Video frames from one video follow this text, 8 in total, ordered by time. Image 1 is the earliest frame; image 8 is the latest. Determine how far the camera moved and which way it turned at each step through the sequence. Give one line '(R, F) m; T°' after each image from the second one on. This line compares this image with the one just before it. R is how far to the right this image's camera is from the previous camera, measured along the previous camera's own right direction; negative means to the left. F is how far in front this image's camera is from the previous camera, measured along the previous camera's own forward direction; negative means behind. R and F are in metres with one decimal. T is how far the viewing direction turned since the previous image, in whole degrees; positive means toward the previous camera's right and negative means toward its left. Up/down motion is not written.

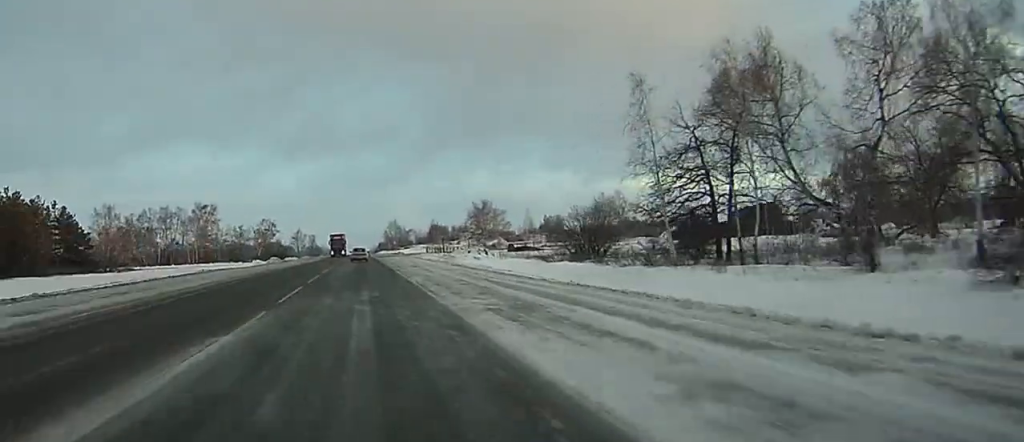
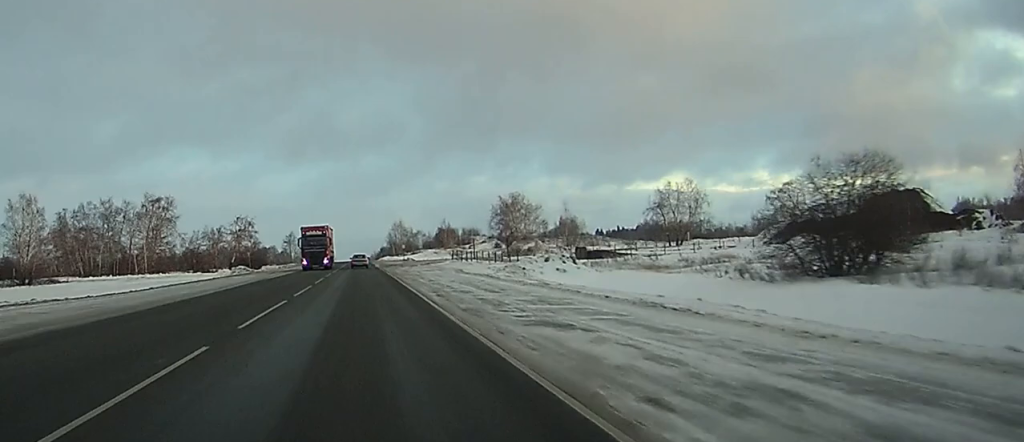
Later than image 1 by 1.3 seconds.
(+1.7, +48.6) m; +2°
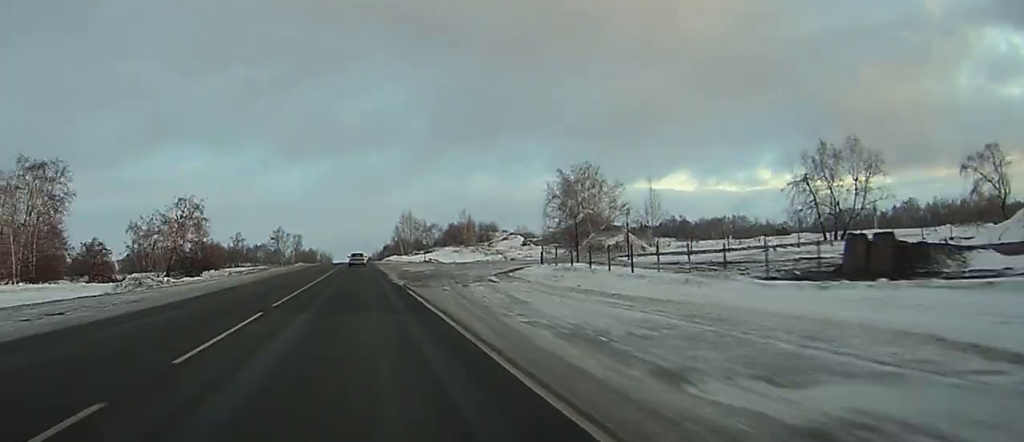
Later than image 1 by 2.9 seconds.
(-0.1, +66.6) m; 0°
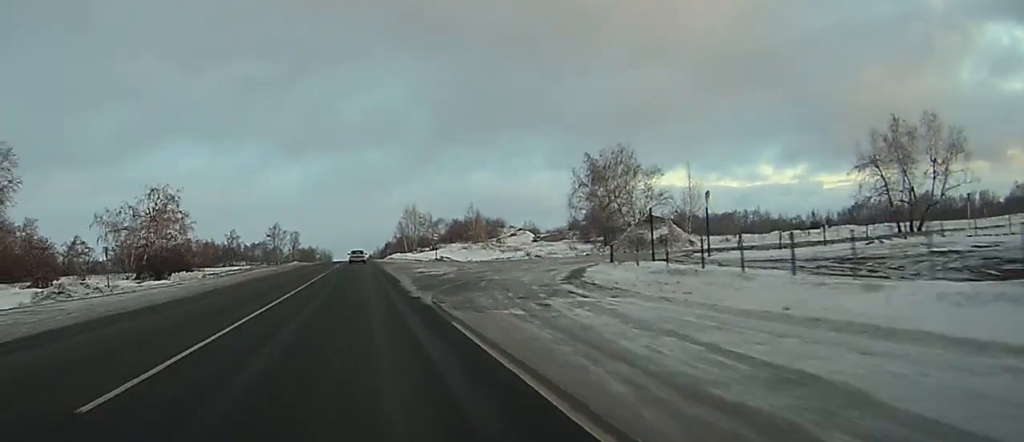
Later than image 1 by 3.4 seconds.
(0.0, +18.2) m; 0°
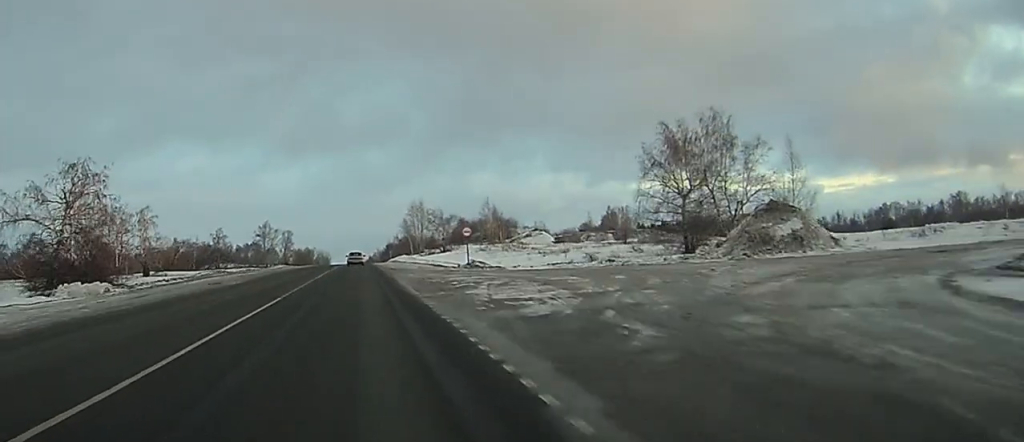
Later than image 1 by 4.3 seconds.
(0.0, +31.2) m; 0°
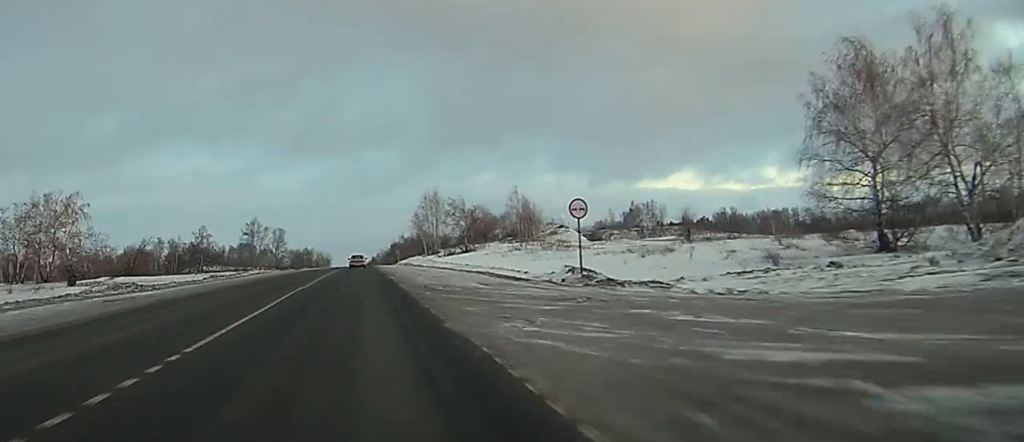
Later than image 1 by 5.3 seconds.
(0.0, +33.8) m; 0°
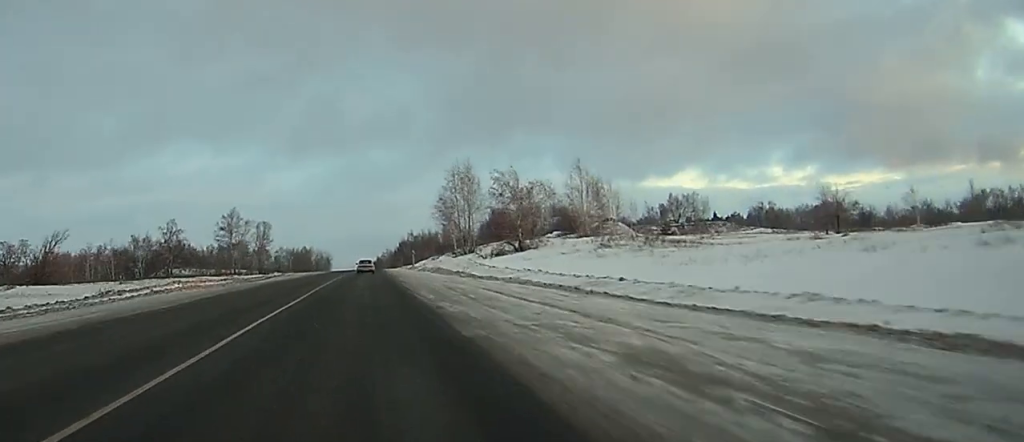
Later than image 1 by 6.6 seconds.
(0.0, +43.0) m; 0°
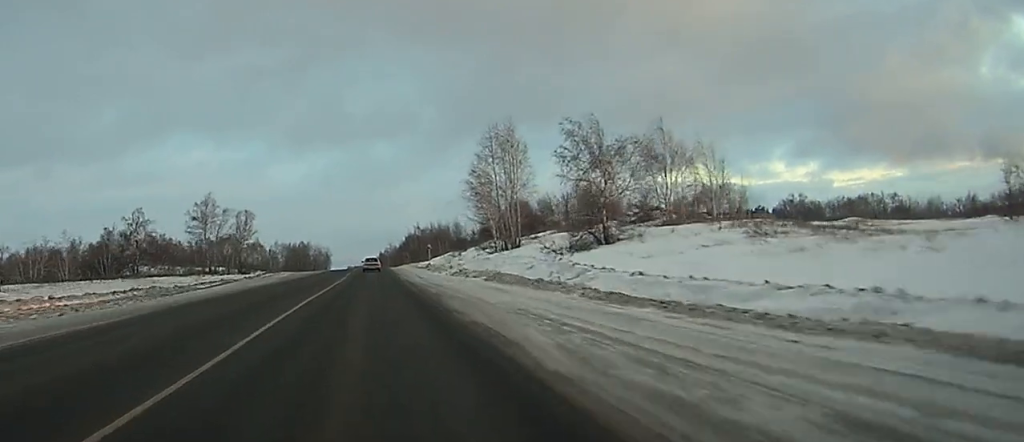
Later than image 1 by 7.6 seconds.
(0.0, +30.5) m; 0°
